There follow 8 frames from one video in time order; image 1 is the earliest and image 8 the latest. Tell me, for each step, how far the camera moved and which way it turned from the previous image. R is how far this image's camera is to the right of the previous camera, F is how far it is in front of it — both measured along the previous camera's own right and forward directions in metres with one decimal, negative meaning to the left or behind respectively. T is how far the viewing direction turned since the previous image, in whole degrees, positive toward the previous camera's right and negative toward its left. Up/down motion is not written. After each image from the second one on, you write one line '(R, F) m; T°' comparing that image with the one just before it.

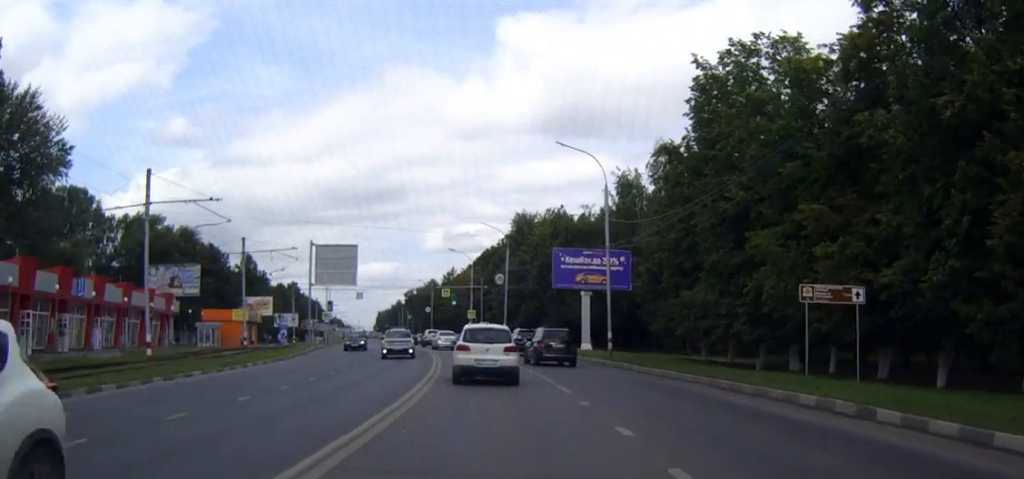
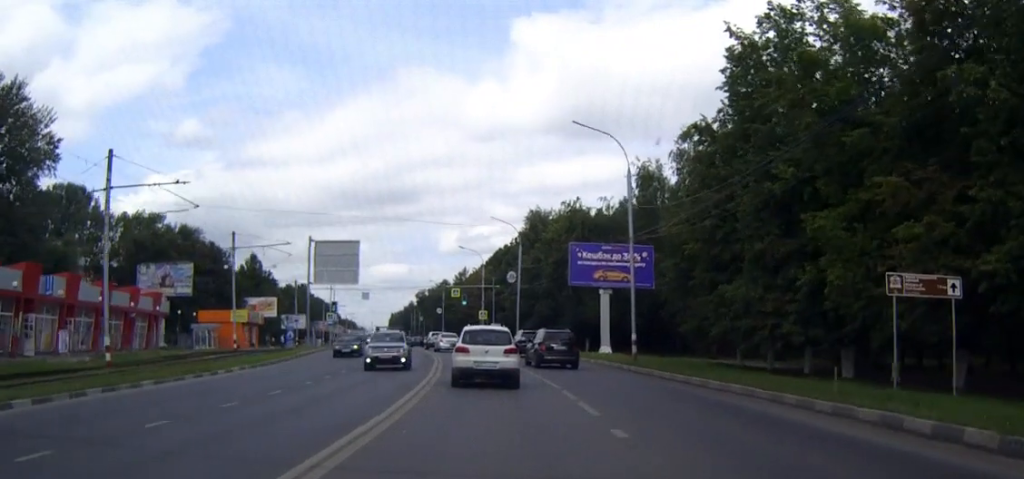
(+0.1, +5.3) m; -1°
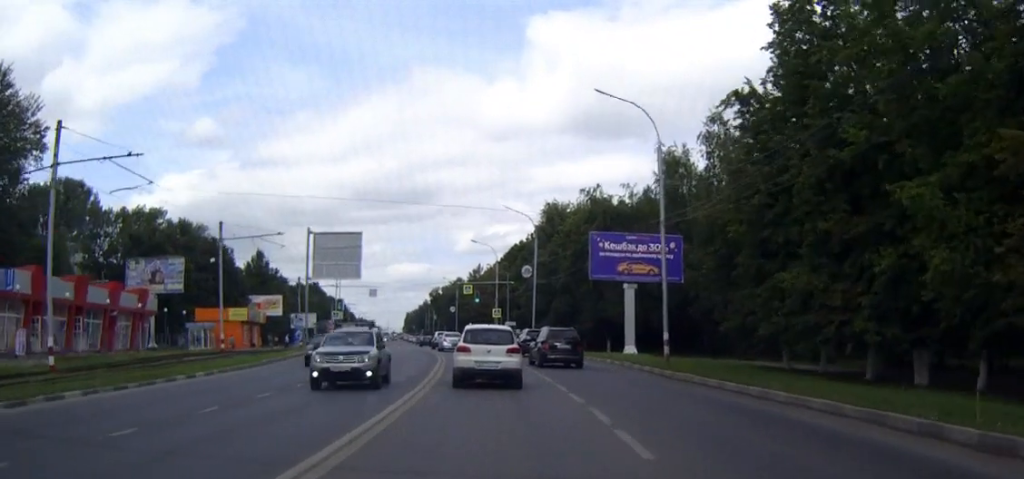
(-0.2, +5.5) m; -2°
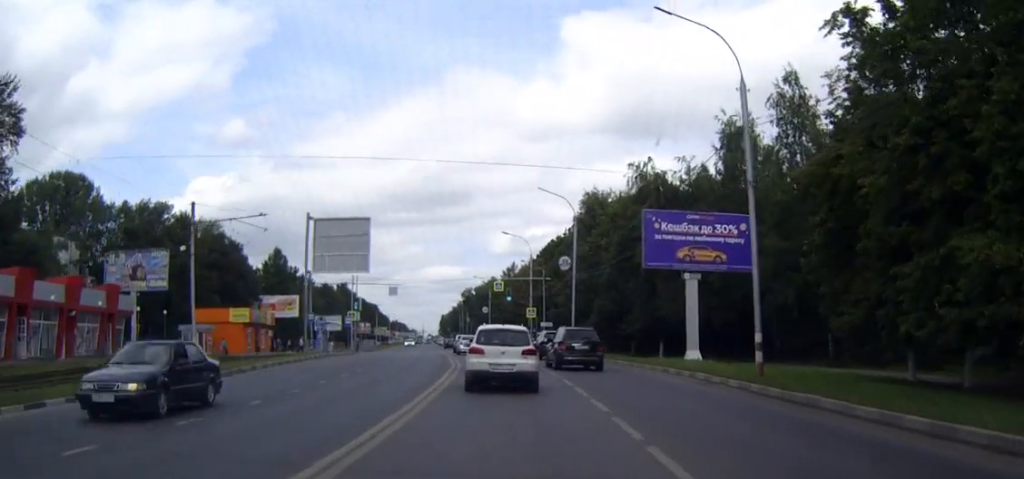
(-0.3, +9.9) m; -3°
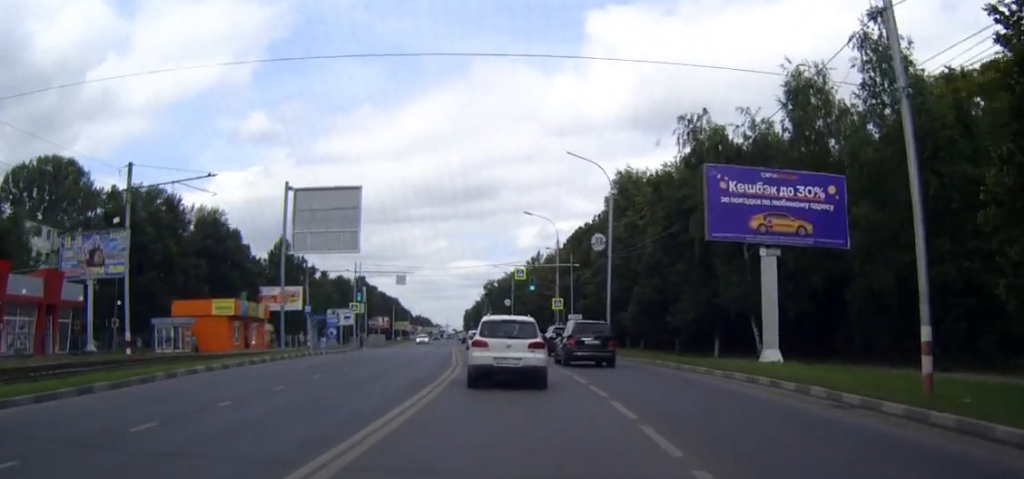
(-0.2, +10.2) m; -2°
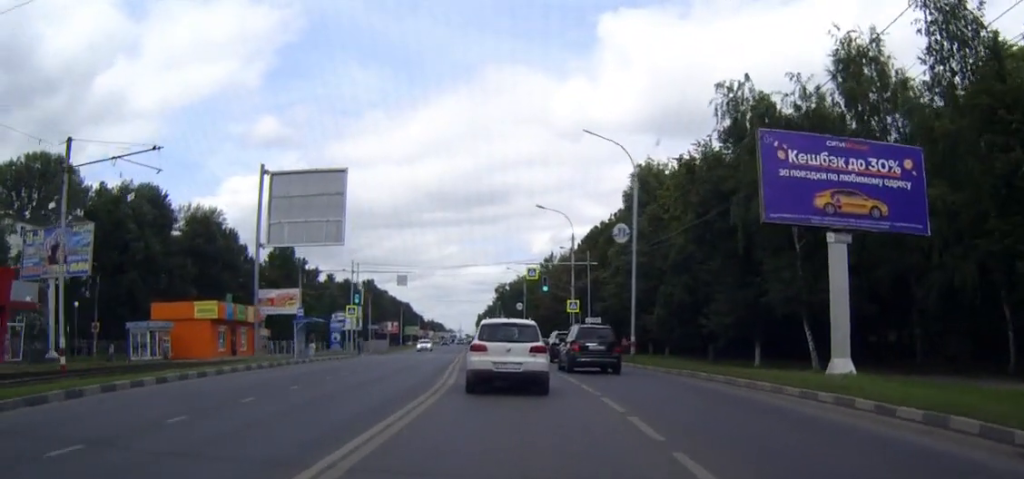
(0.0, +6.6) m; -1°
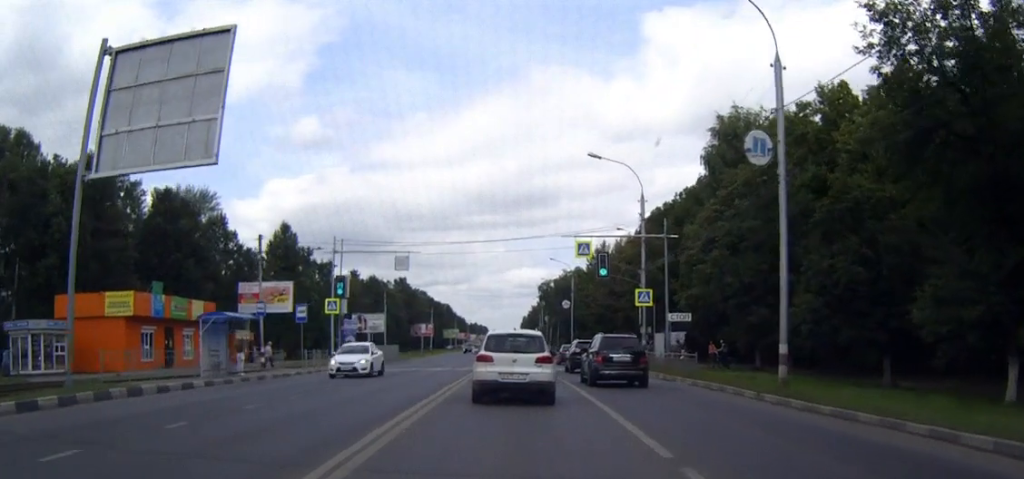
(-0.3, +21.6) m; -3°
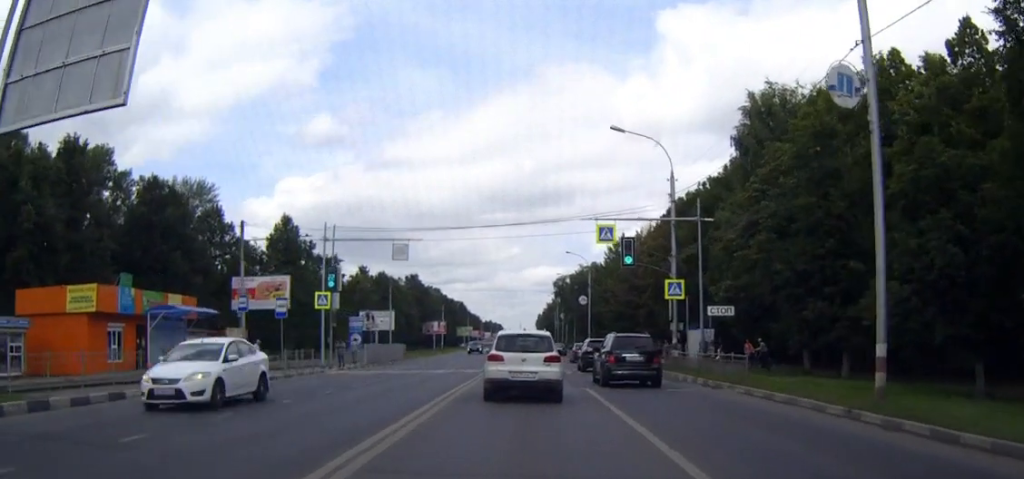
(-0.2, +5.9) m; -1°
